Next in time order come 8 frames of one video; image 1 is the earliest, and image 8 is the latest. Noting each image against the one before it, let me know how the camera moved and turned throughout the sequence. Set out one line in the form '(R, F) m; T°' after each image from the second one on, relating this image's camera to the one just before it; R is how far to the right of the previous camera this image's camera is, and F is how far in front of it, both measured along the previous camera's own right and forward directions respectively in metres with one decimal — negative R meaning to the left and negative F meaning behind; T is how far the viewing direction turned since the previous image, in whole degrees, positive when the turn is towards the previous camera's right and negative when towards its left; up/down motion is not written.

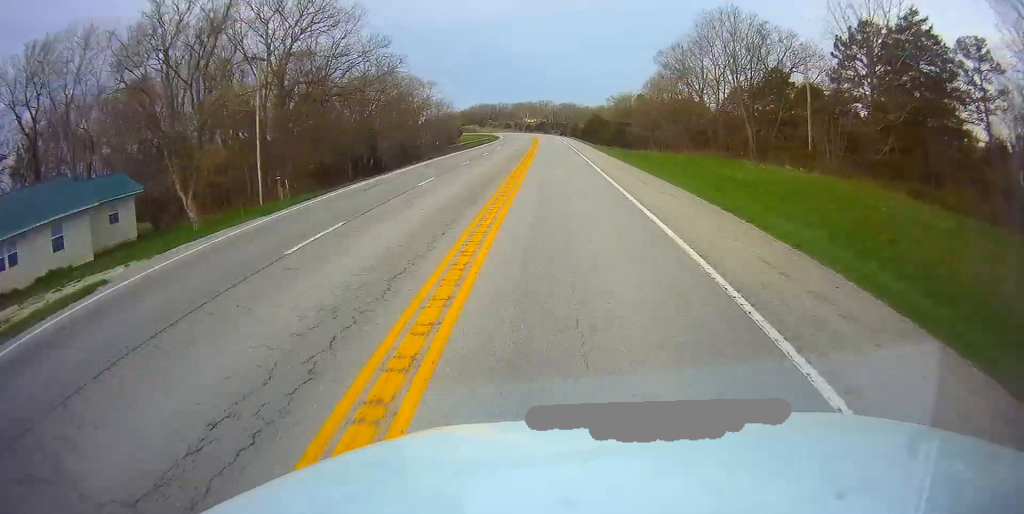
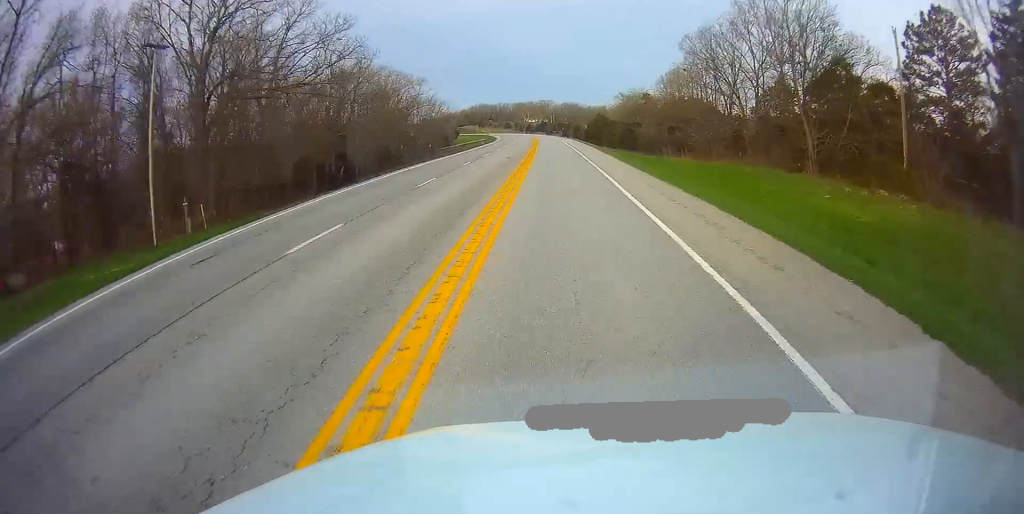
(0.0, +12.4) m; 0°
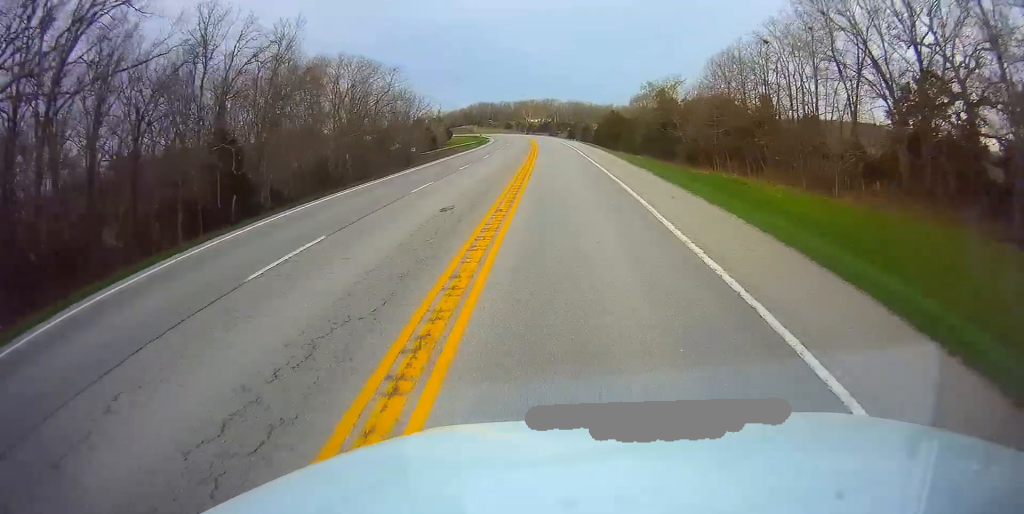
(-0.1, +25.9) m; 0°
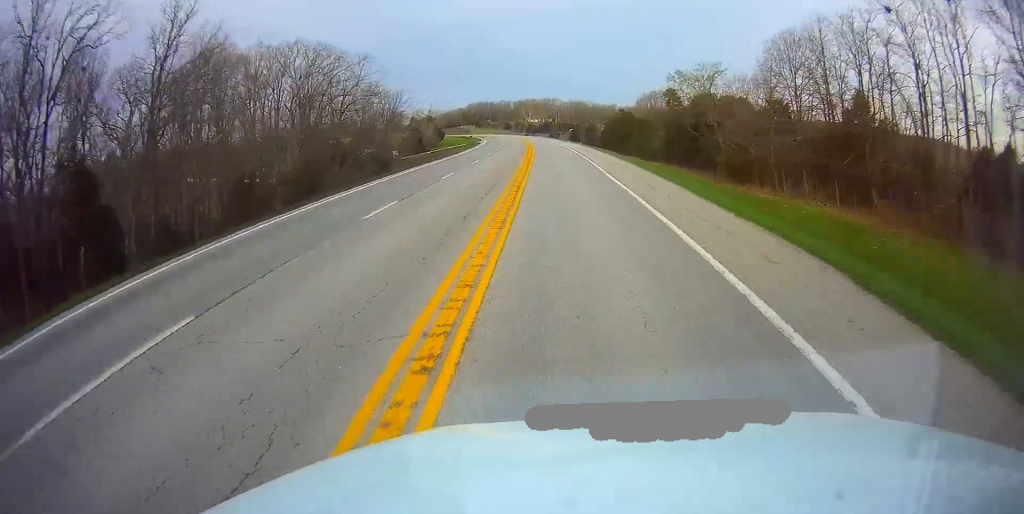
(-0.1, +17.6) m; 0°
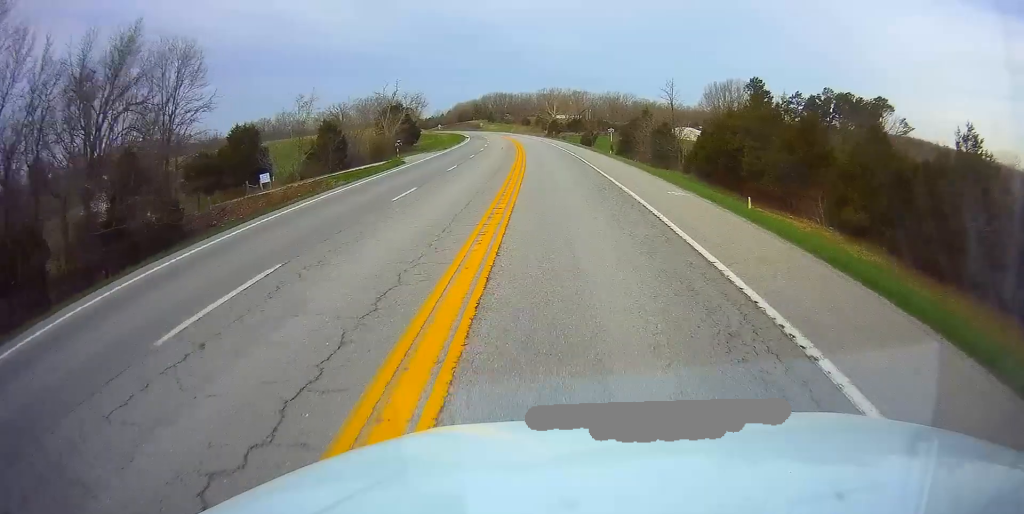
(-1.4, +69.4) m; -3°
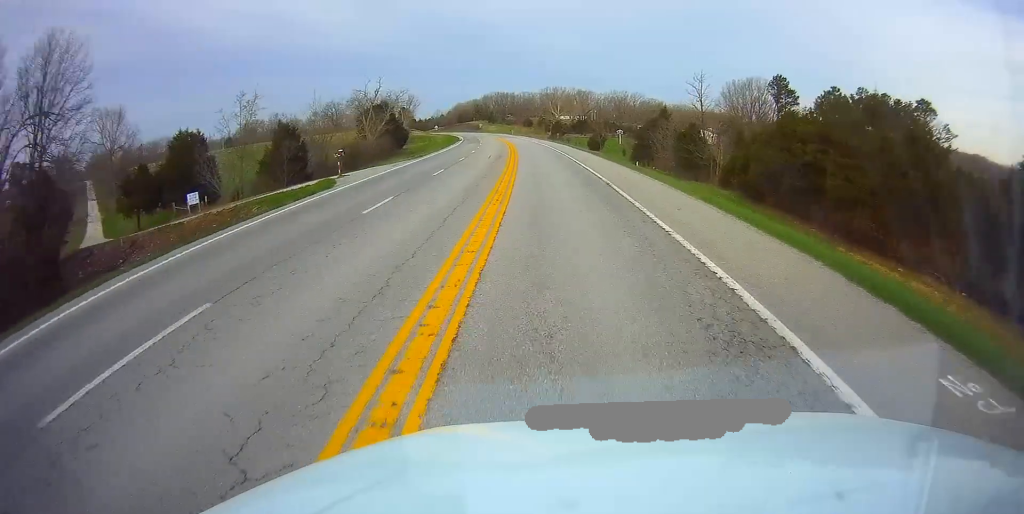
(-0.2, +14.4) m; -1°
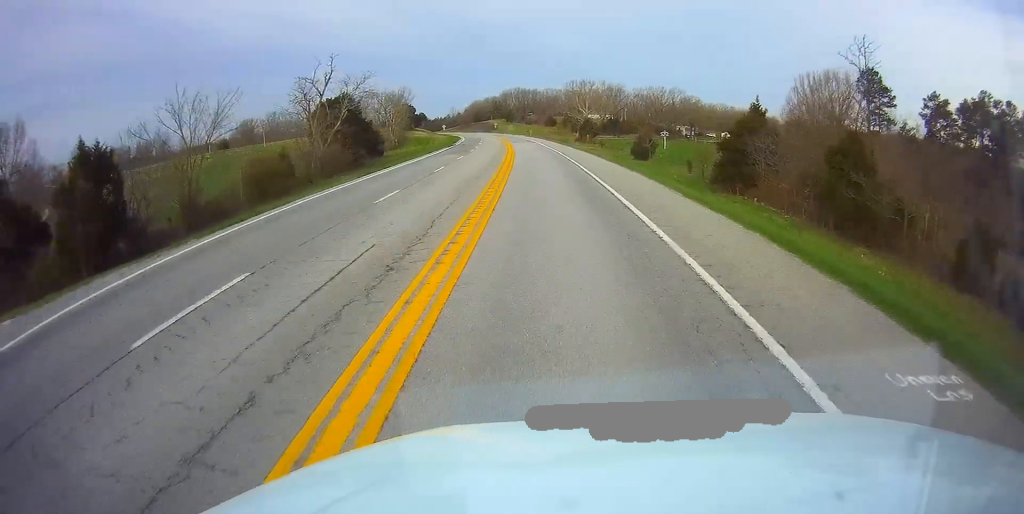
(-0.7, +34.1) m; -3°
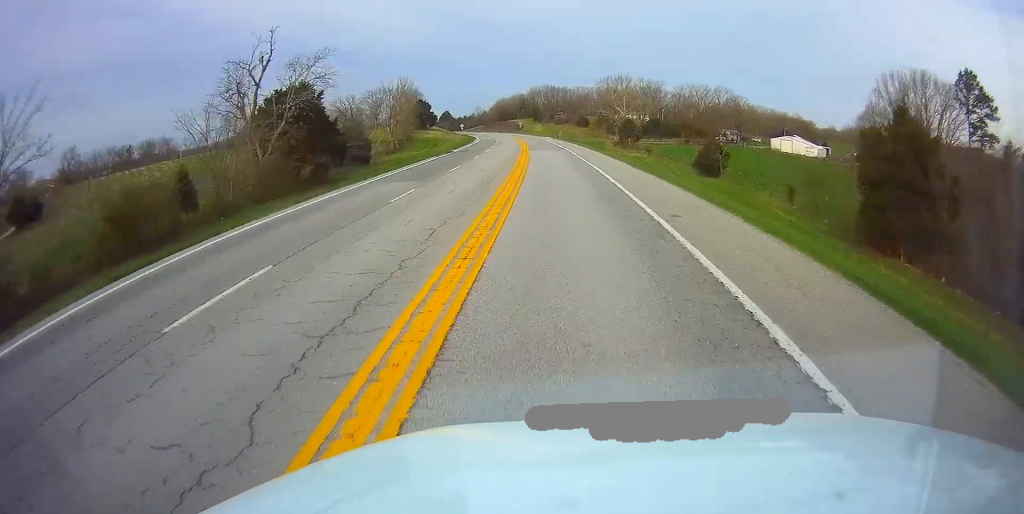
(-0.5, +23.7) m; -1°
